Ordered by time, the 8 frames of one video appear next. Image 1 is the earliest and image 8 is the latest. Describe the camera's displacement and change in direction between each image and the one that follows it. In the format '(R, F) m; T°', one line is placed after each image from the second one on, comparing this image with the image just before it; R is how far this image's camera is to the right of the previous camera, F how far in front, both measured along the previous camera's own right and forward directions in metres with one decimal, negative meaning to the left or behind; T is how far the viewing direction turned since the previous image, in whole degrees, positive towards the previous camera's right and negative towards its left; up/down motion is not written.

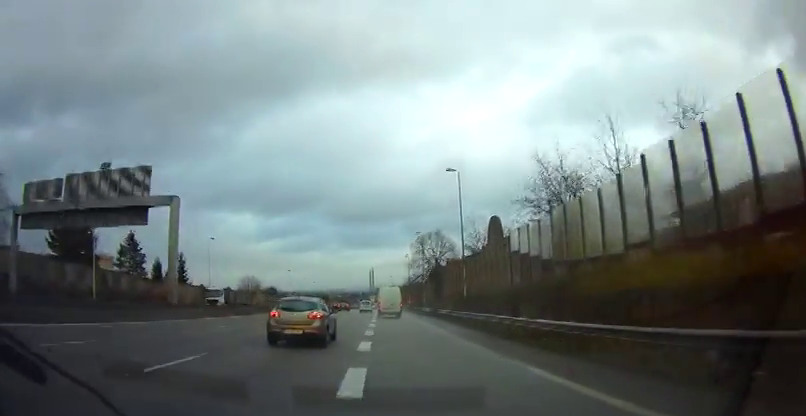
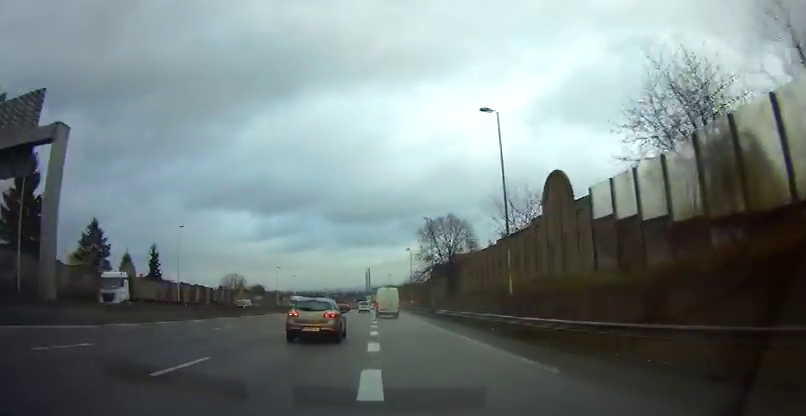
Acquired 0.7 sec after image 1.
(0.0, +13.5) m; 0°
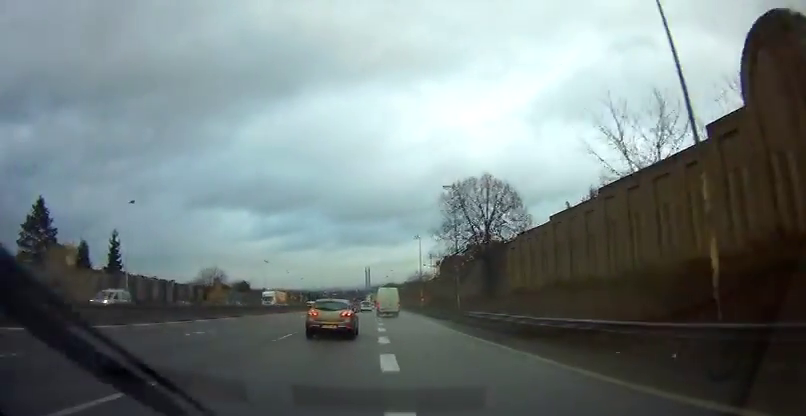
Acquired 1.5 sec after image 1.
(0.0, +16.8) m; 0°
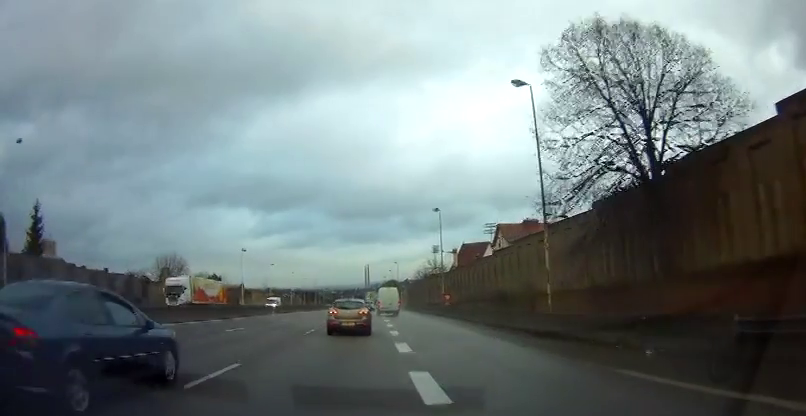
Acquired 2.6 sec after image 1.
(+0.1, +22.9) m; +1°
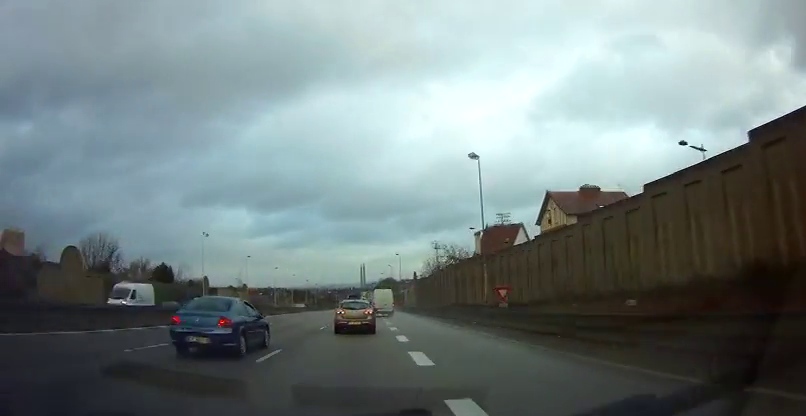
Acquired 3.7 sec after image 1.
(+0.3, +21.8) m; 0°
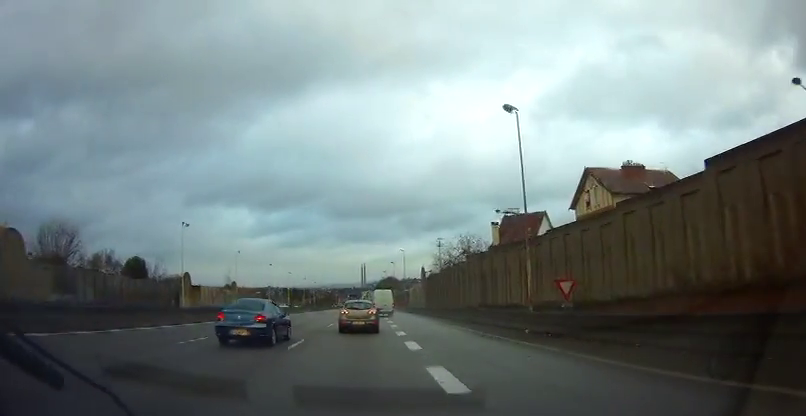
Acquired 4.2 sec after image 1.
(-0.3, +9.6) m; 0°
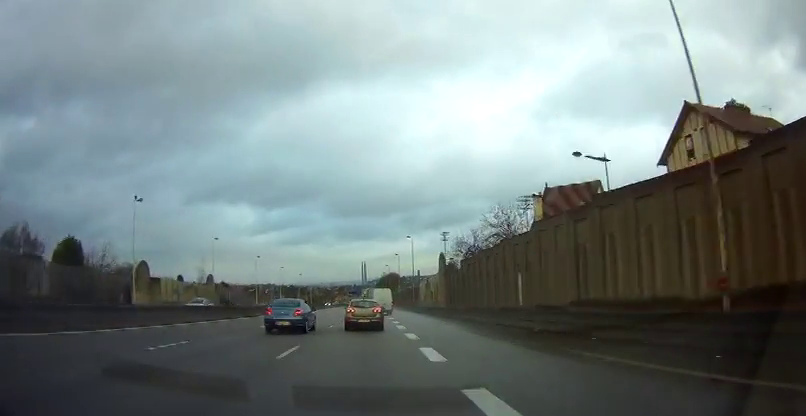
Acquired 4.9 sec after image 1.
(-0.1, +15.9) m; 0°
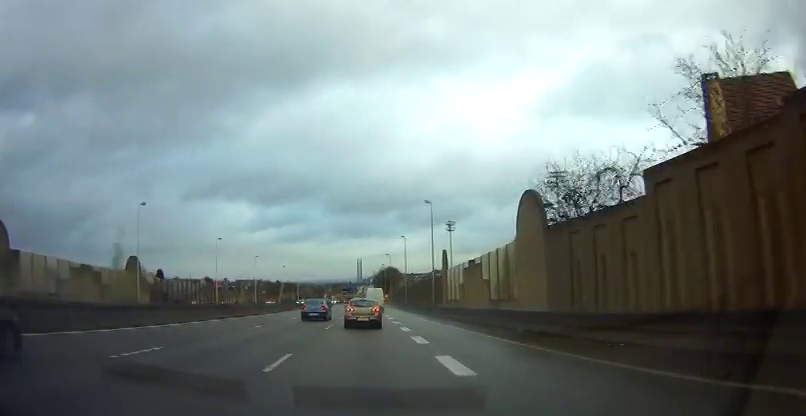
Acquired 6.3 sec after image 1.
(+0.4, +28.7) m; 0°
